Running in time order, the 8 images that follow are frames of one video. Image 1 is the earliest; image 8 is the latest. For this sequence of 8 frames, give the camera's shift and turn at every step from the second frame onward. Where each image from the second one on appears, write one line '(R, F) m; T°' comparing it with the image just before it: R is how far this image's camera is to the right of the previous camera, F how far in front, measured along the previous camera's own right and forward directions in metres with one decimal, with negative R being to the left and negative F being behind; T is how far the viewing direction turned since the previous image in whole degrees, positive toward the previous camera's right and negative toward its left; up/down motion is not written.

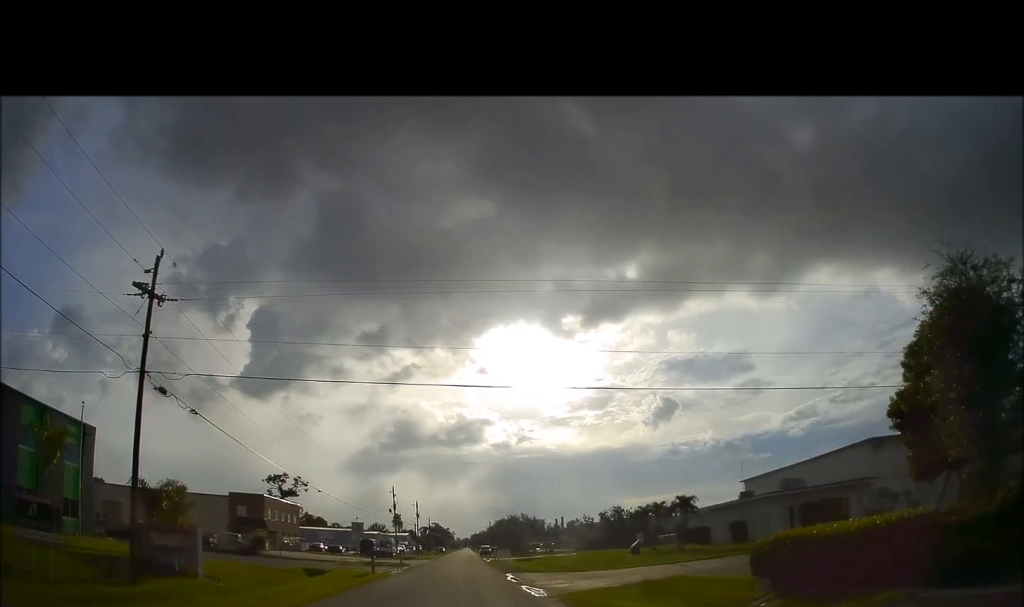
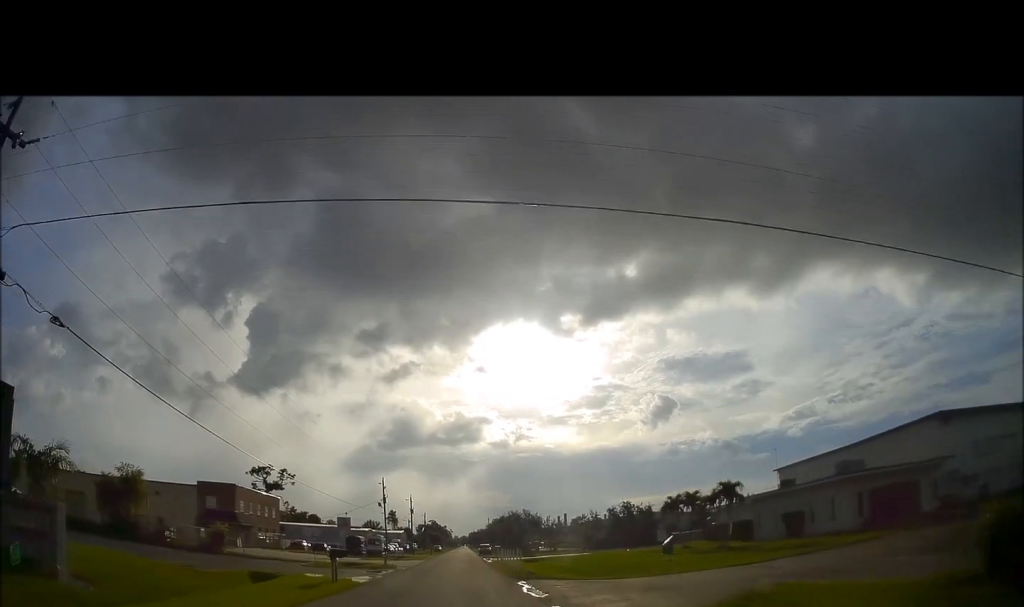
(0.0, +8.7) m; -1°
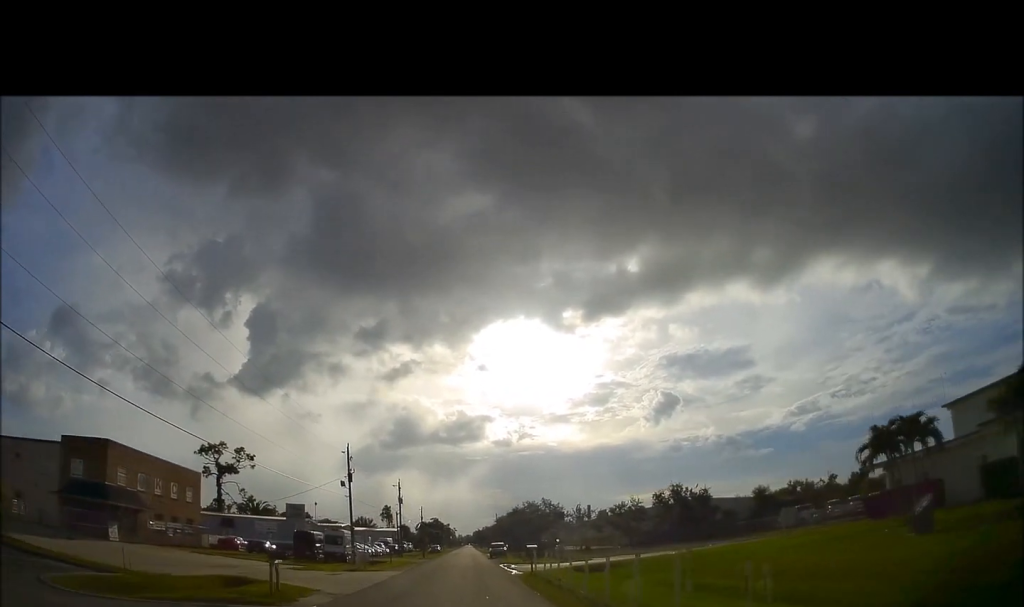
(-0.6, +24.8) m; 0°
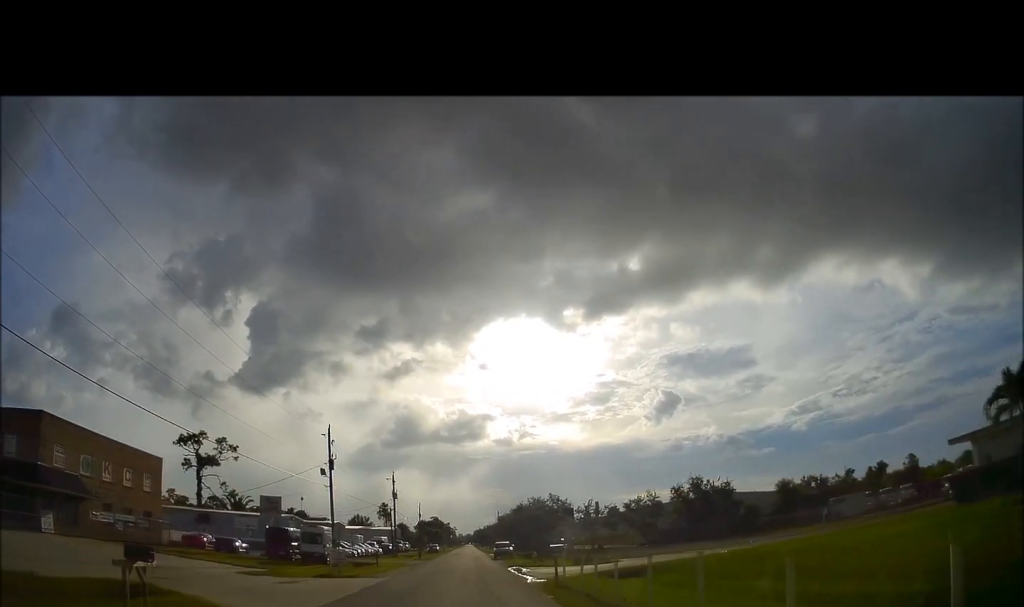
(+0.2, +7.5) m; +1°
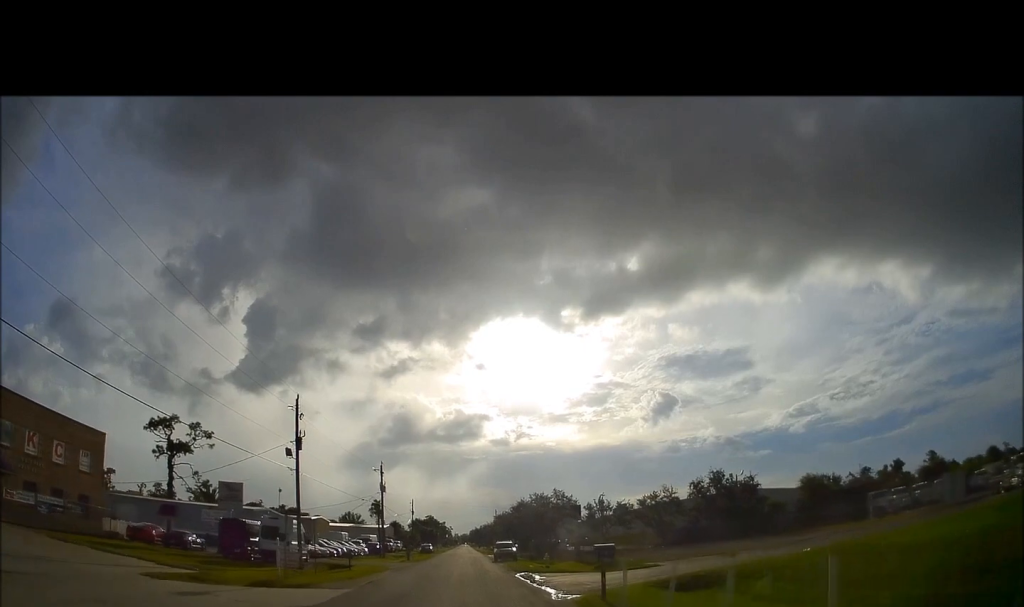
(0.0, +8.1) m; -2°
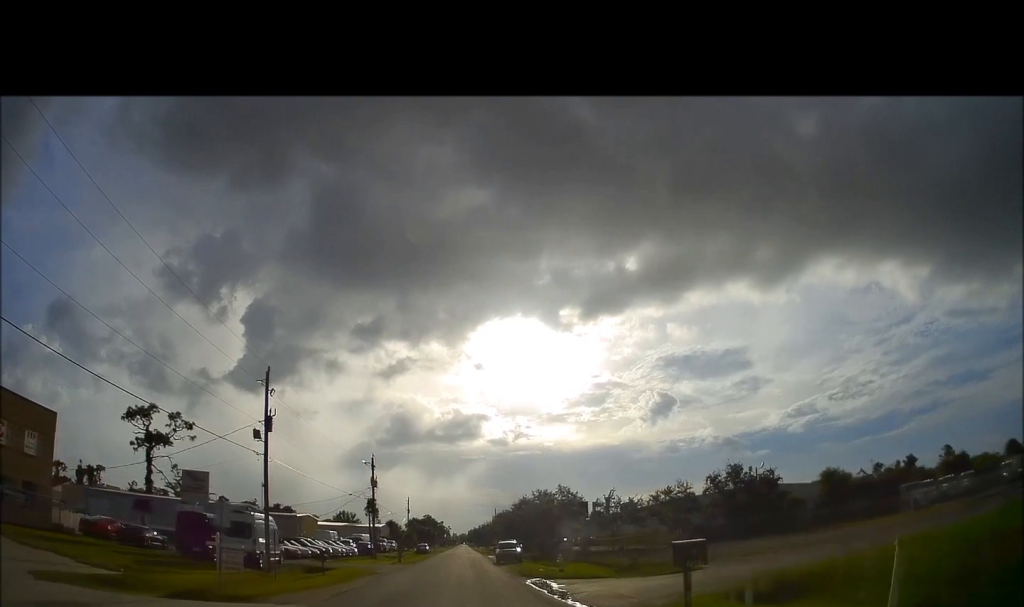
(0.0, +5.5) m; -1°
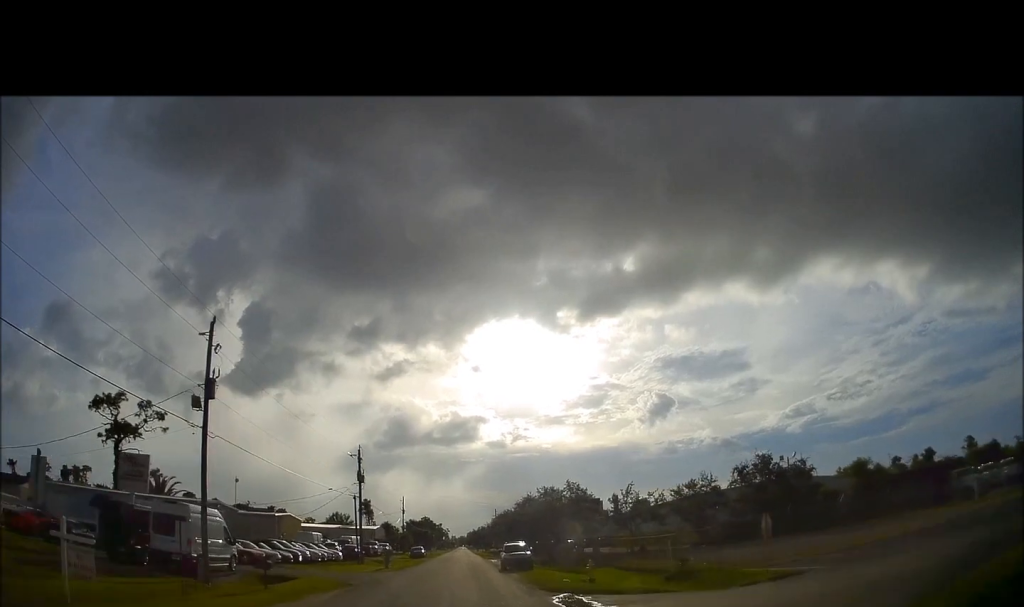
(-0.3, +7.3) m; 0°
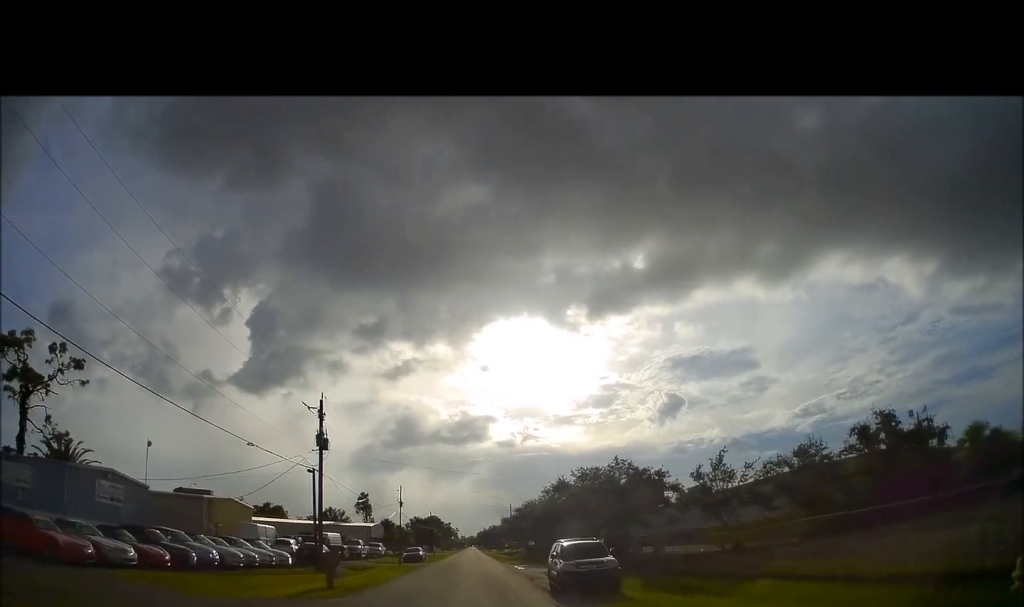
(+0.5, +18.6) m; +2°
